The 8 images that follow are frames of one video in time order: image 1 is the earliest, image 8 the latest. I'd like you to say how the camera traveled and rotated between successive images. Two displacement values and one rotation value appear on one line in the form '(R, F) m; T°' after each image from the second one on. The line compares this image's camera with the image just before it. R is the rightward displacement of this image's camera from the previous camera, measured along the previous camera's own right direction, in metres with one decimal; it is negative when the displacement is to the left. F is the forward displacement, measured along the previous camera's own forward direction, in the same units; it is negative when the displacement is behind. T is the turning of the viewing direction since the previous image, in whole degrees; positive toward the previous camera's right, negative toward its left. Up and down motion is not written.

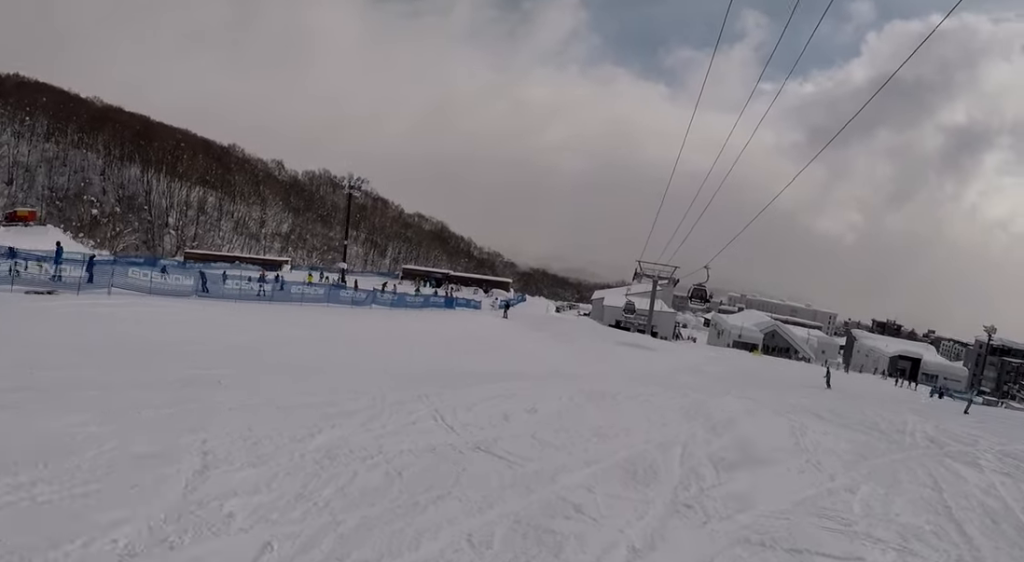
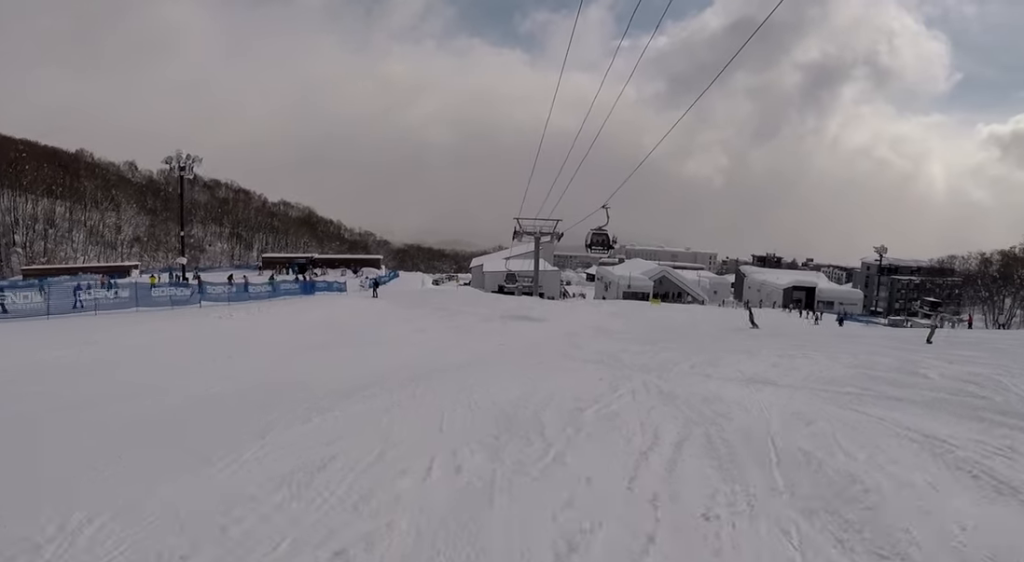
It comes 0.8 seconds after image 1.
(+0.3, +8.2) m; +5°
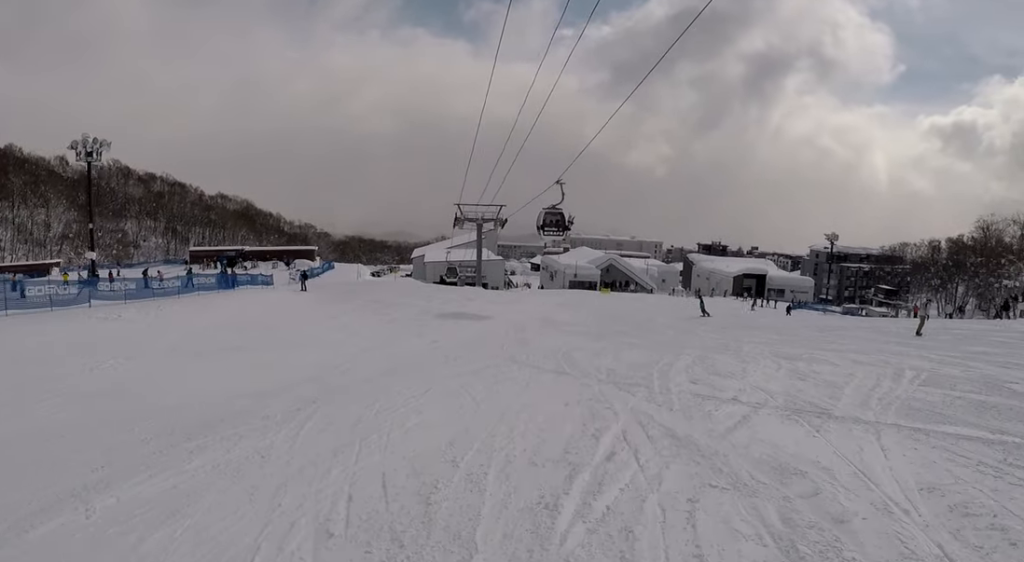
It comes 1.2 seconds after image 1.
(+0.1, +4.7) m; +5°
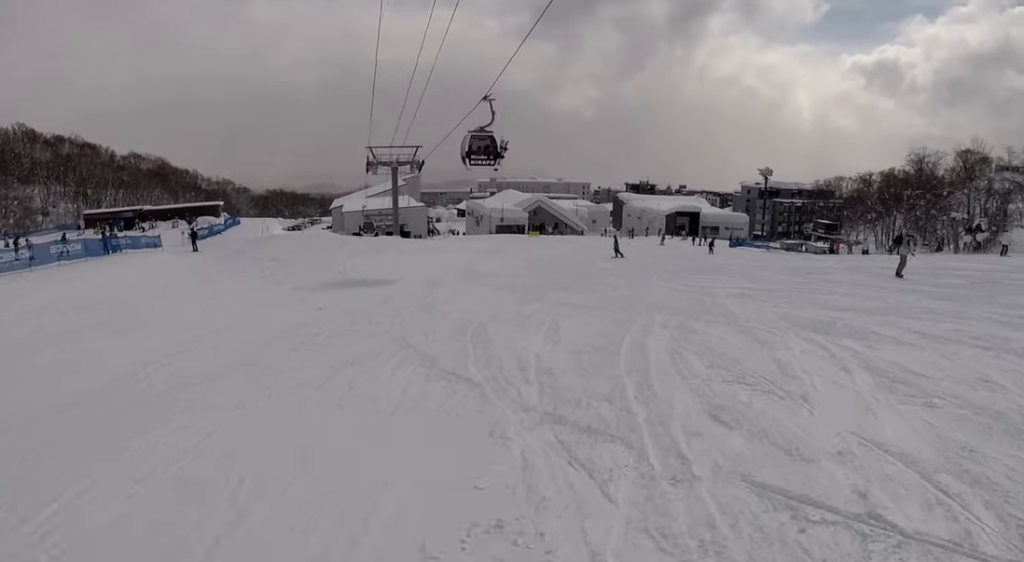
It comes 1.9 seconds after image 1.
(+0.4, +6.1) m; +9°
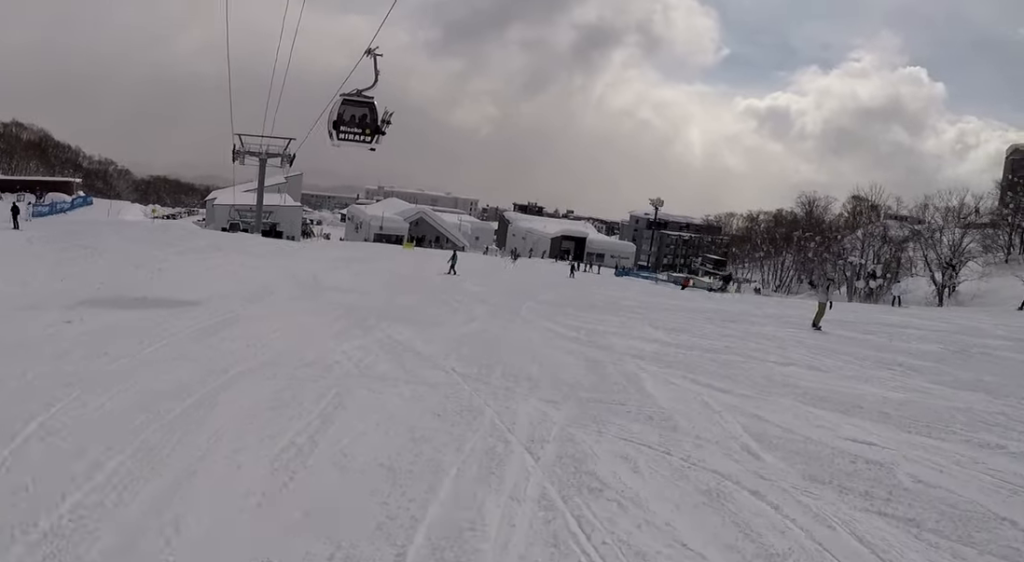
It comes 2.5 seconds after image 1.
(+0.6, +6.6) m; +5°
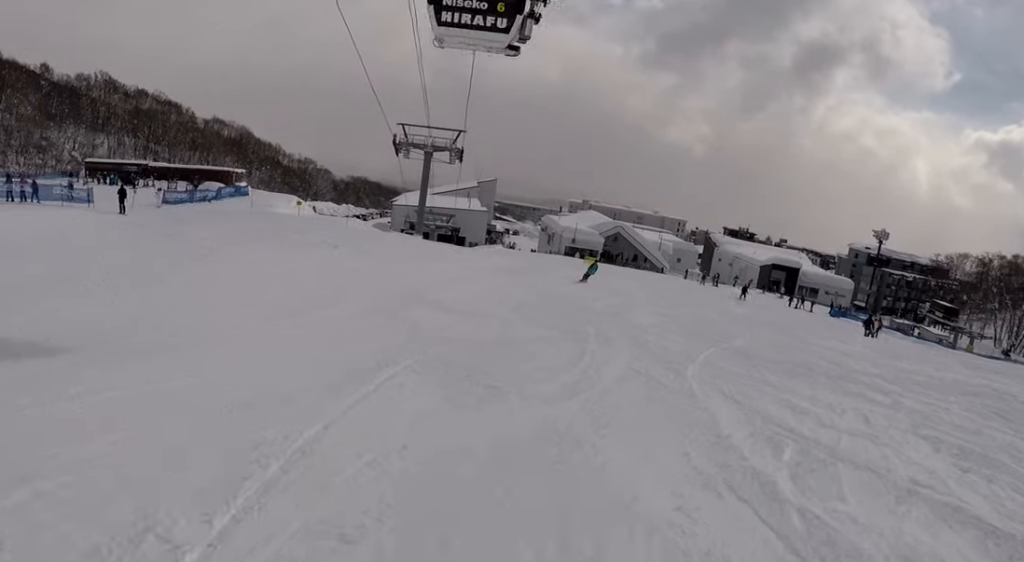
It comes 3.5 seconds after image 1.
(+0.5, +9.2) m; -11°
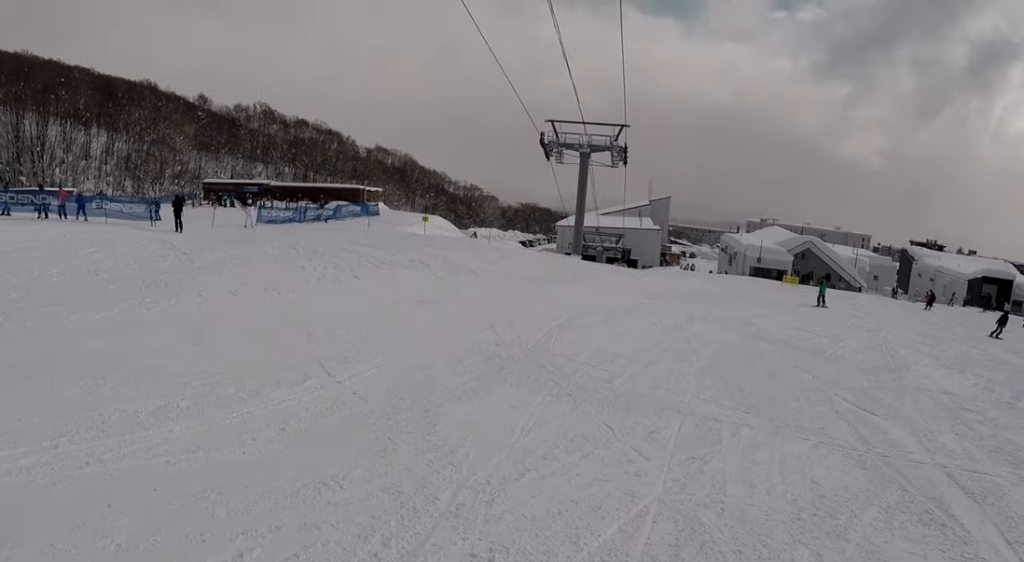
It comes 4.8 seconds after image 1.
(-3.9, +10.3) m; -21°
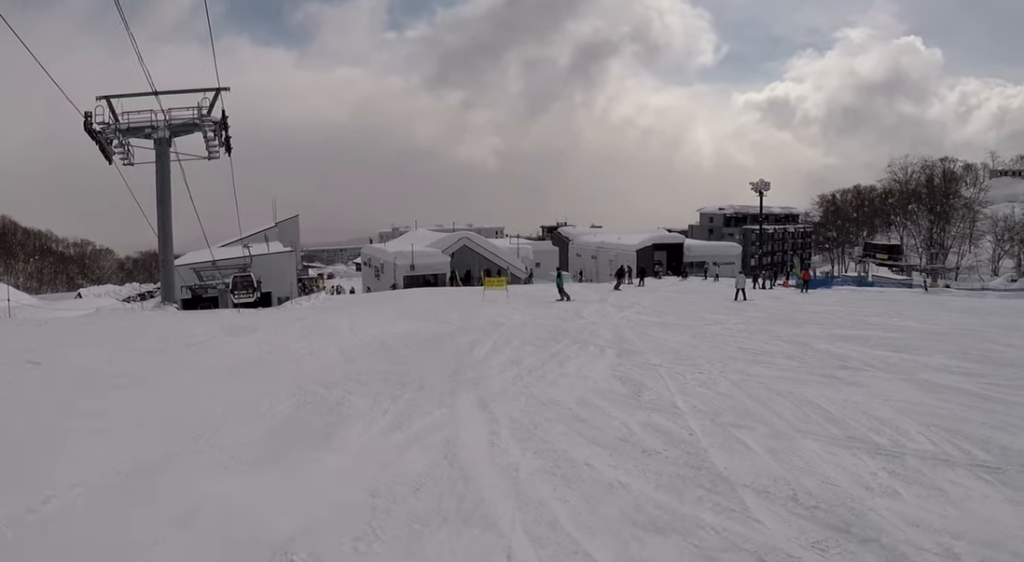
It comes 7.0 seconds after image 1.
(+2.5, +17.3) m; +17°
